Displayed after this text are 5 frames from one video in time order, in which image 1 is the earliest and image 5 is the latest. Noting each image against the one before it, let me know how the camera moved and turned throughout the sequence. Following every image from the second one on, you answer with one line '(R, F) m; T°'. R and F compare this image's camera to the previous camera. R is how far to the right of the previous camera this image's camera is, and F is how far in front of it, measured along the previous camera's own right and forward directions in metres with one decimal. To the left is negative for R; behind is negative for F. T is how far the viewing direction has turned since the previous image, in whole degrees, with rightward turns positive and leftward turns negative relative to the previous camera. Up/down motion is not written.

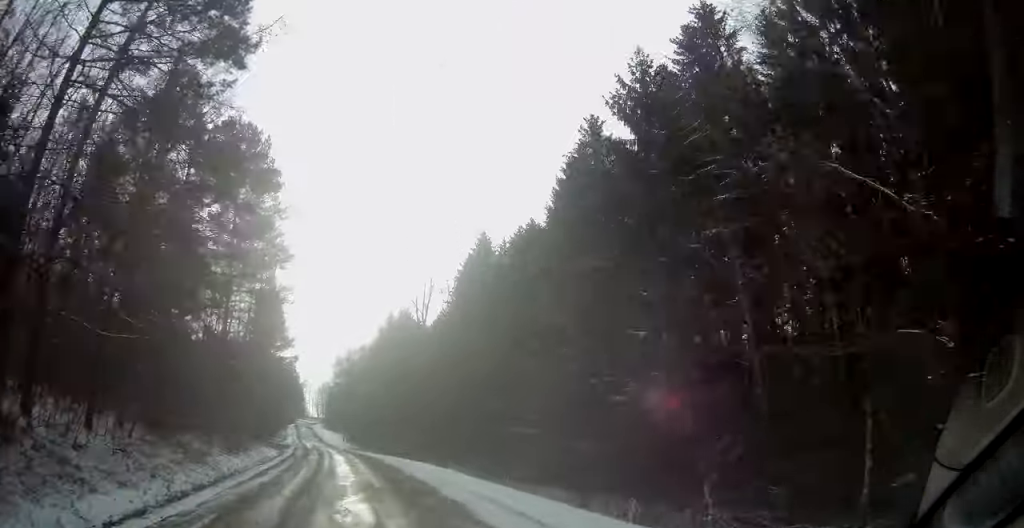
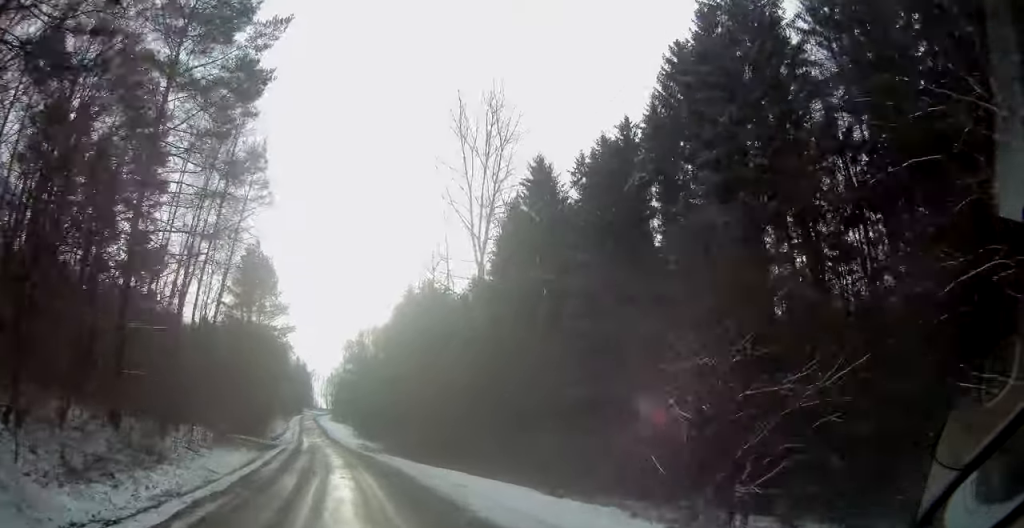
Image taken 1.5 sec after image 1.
(-0.5, +21.0) m; -2°
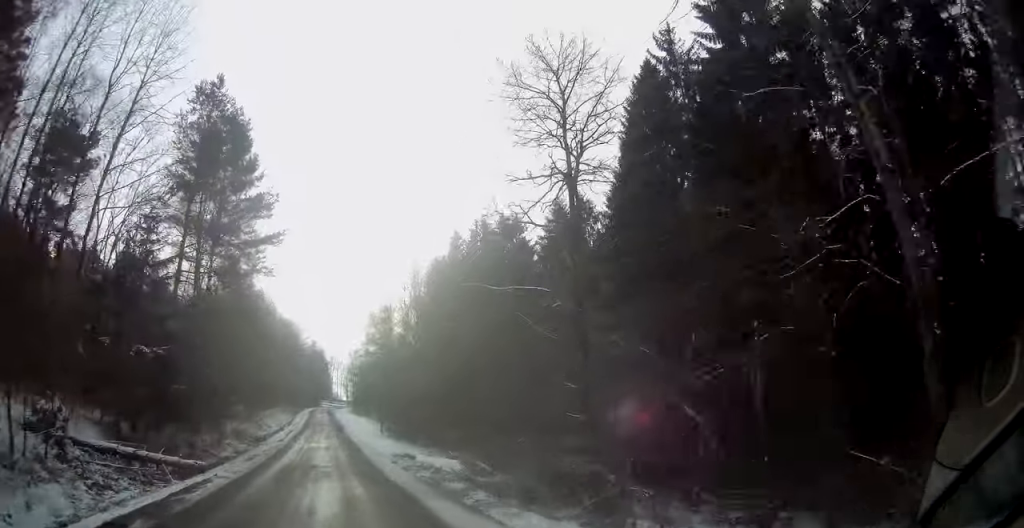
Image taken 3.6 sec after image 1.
(-0.5, +33.7) m; -3°
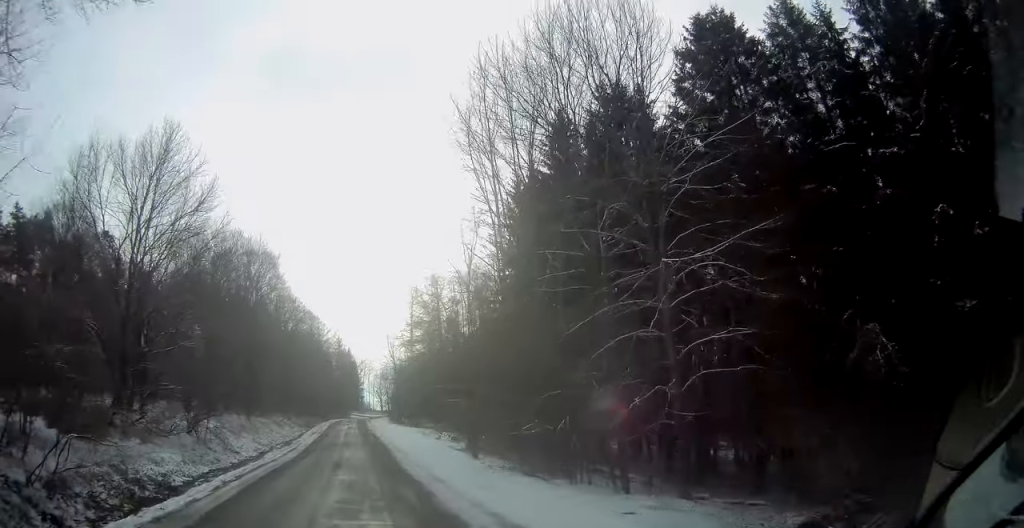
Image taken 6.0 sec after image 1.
(-1.2, +42.2) m; -3°
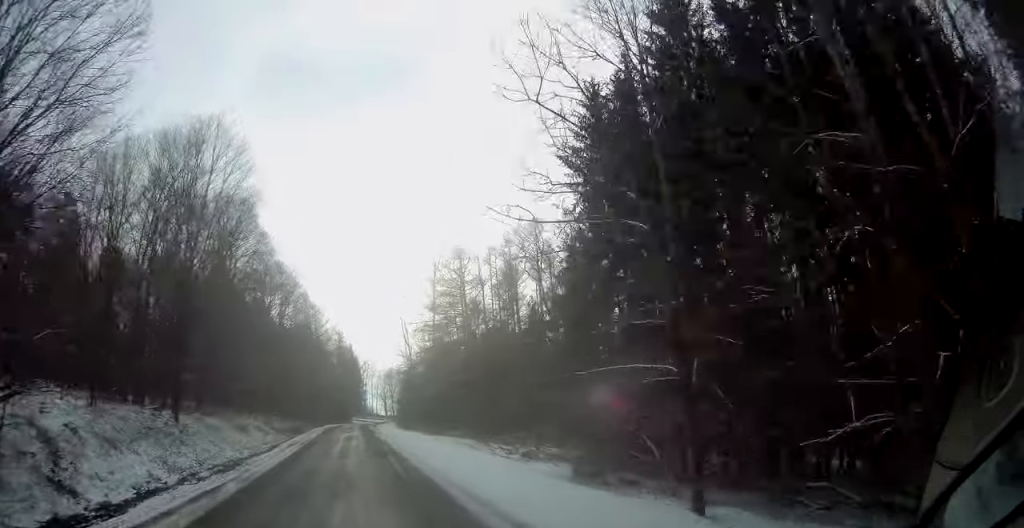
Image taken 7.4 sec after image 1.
(0.0, +21.4) m; 0°
